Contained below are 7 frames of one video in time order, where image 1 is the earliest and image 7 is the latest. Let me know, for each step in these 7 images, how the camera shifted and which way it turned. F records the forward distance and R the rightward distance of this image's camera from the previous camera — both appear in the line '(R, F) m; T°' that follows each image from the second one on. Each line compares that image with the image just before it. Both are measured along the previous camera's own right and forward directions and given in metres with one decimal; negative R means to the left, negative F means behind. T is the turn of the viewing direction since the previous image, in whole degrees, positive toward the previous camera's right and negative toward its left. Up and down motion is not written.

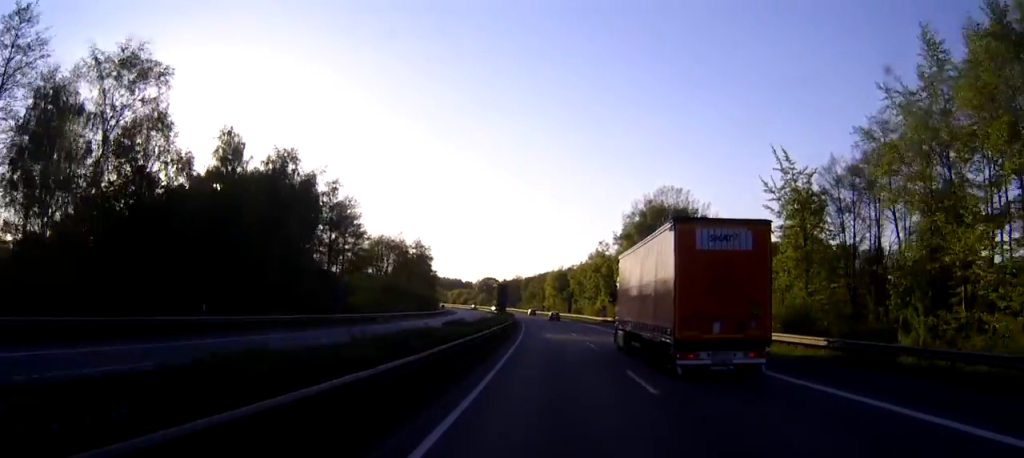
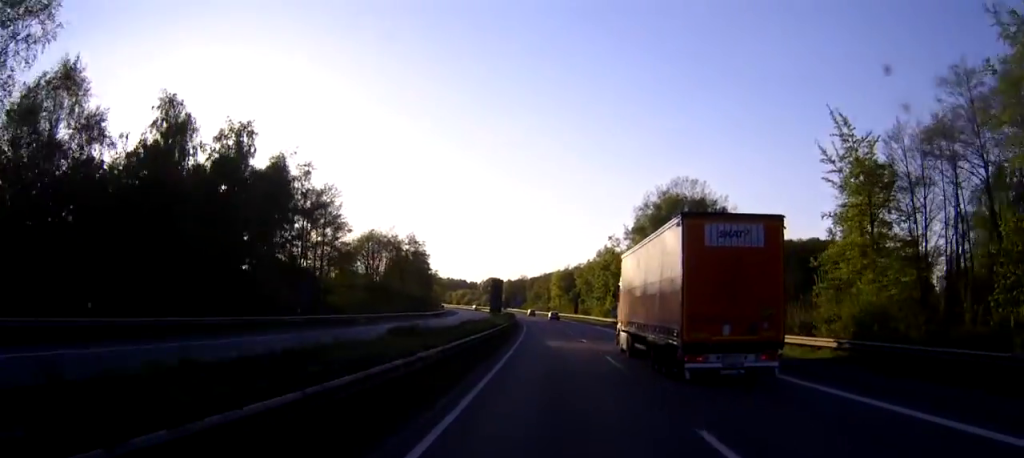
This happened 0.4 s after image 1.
(0.0, +10.9) m; 0°
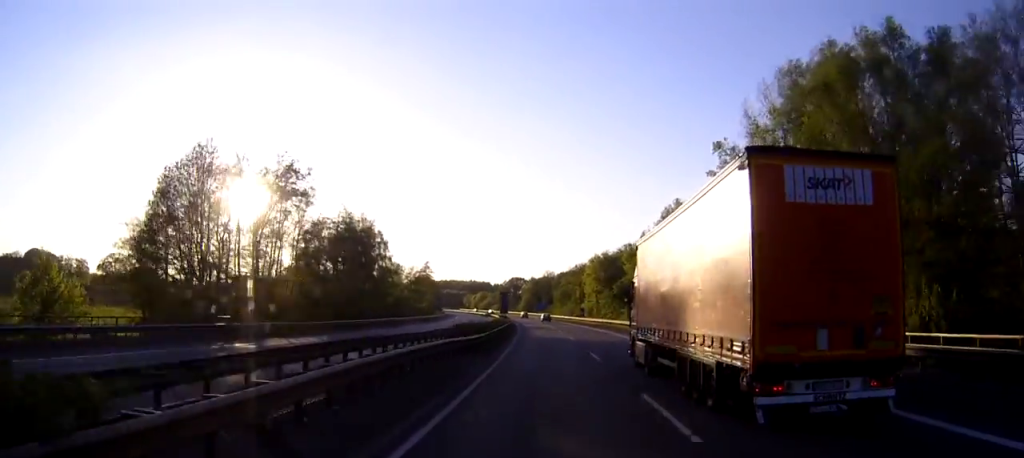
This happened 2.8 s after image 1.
(-1.4, +66.7) m; -3°
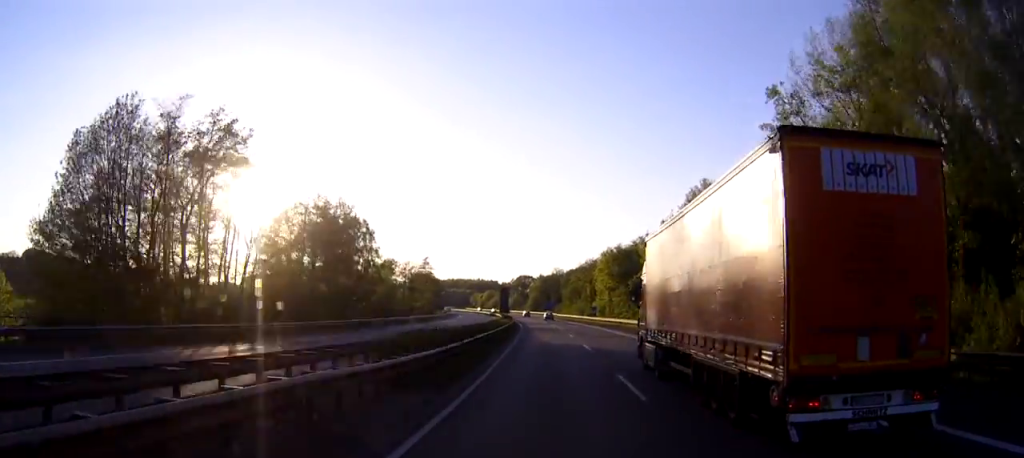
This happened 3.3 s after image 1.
(-0.1, +12.9) m; -1°
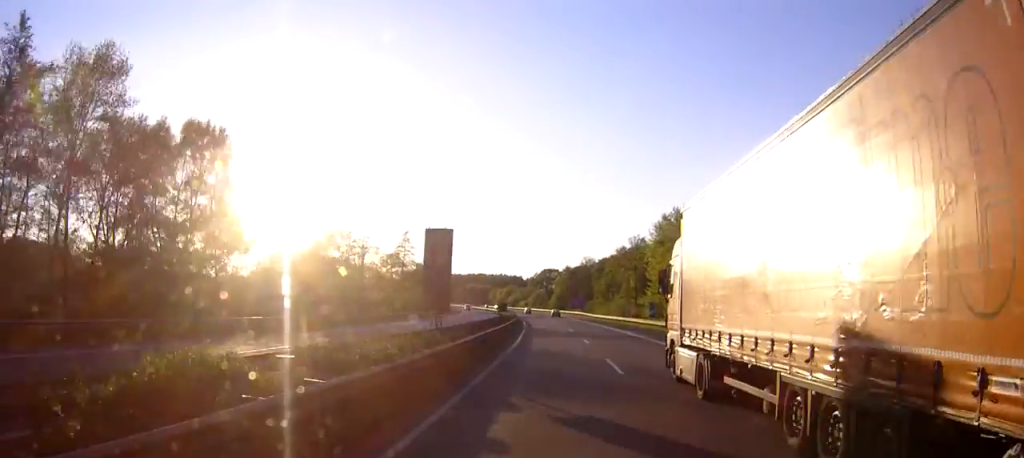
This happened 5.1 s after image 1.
(-1.1, +48.9) m; -2°
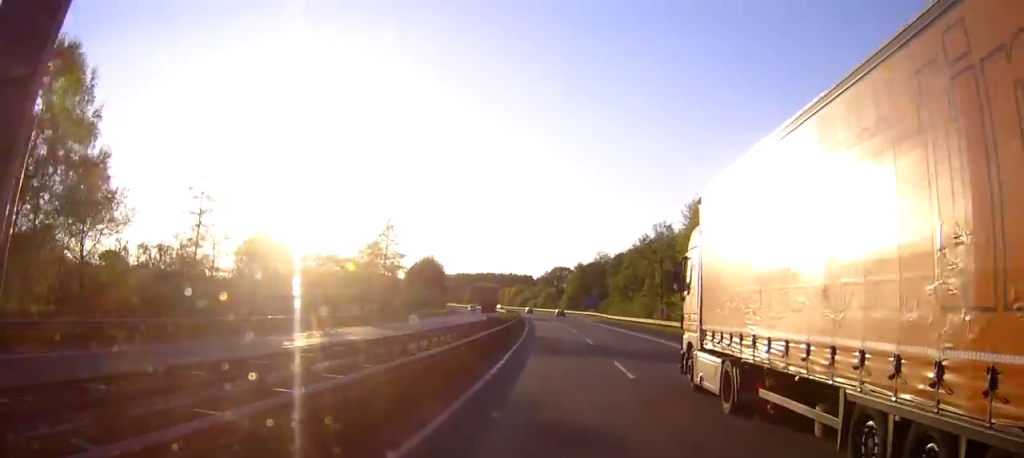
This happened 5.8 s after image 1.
(-0.1, +19.4) m; -1°
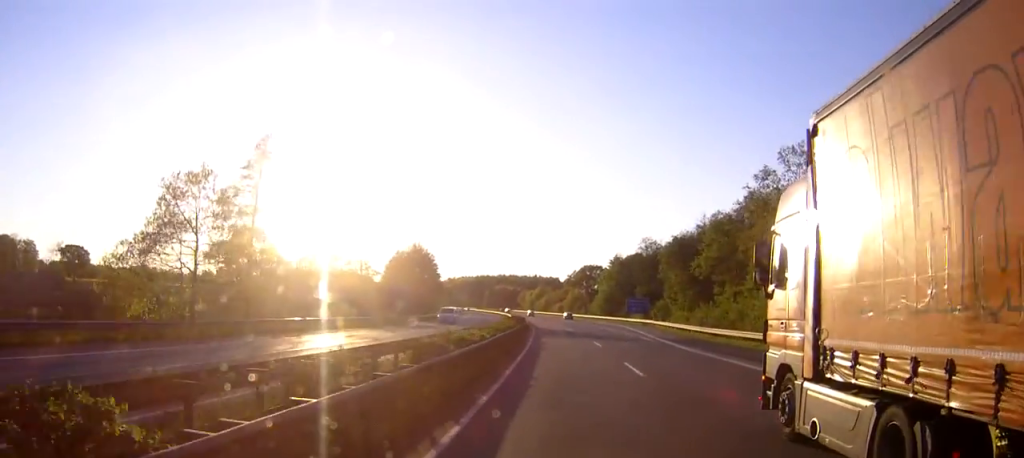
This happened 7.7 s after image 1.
(-1.0, +52.7) m; -2°
